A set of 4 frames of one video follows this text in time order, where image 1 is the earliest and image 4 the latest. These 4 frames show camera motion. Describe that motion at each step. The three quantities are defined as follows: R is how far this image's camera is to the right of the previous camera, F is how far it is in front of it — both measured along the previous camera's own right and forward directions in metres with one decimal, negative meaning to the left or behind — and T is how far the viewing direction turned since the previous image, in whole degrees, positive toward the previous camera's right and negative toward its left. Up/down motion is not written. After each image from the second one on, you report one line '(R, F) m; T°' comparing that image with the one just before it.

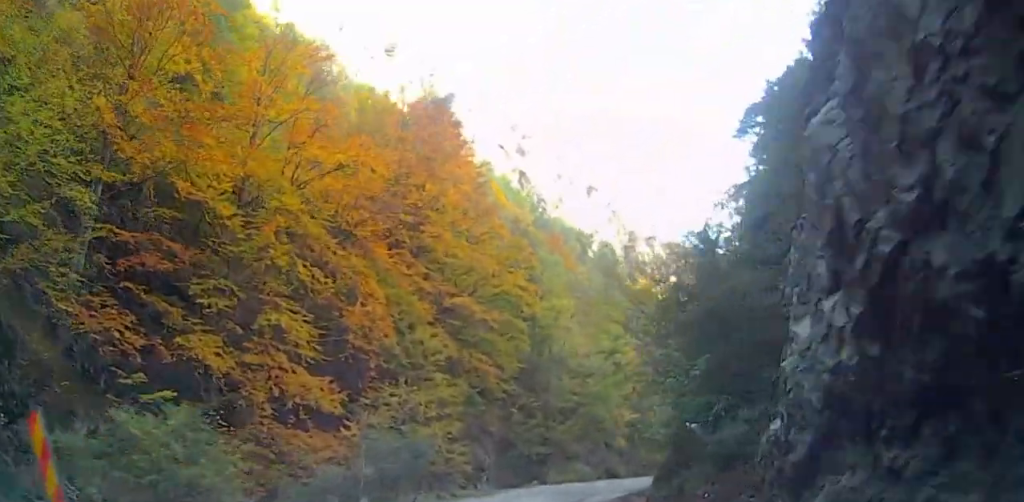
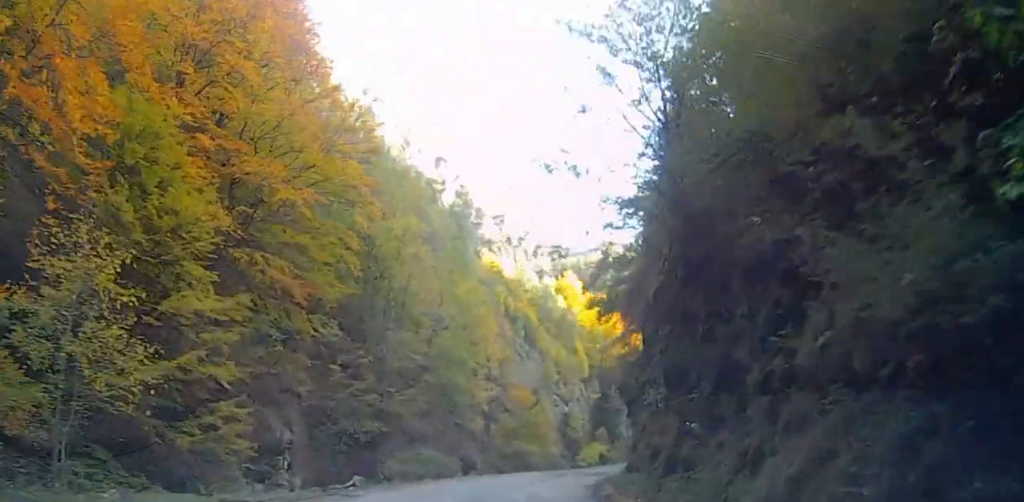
(+1.8, +22.9) m; +8°
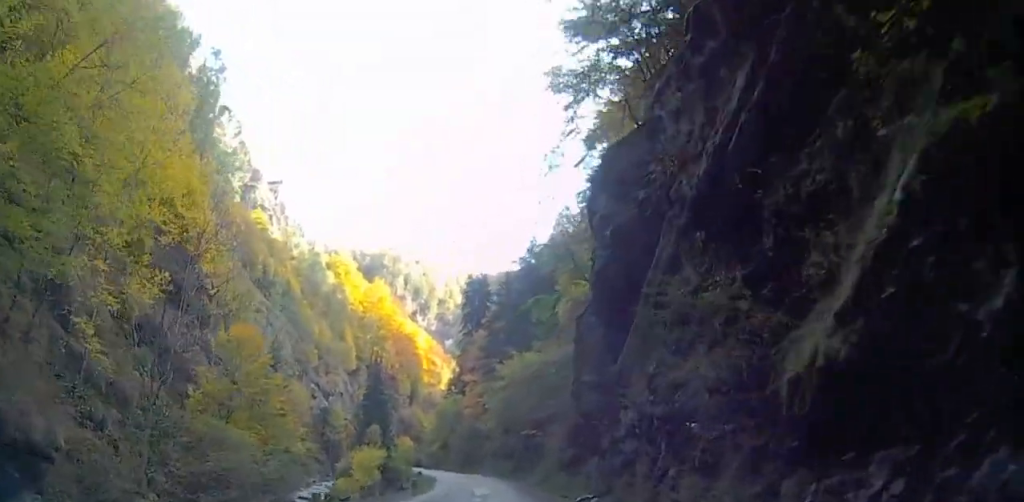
(+9.7, +43.0) m; +20°
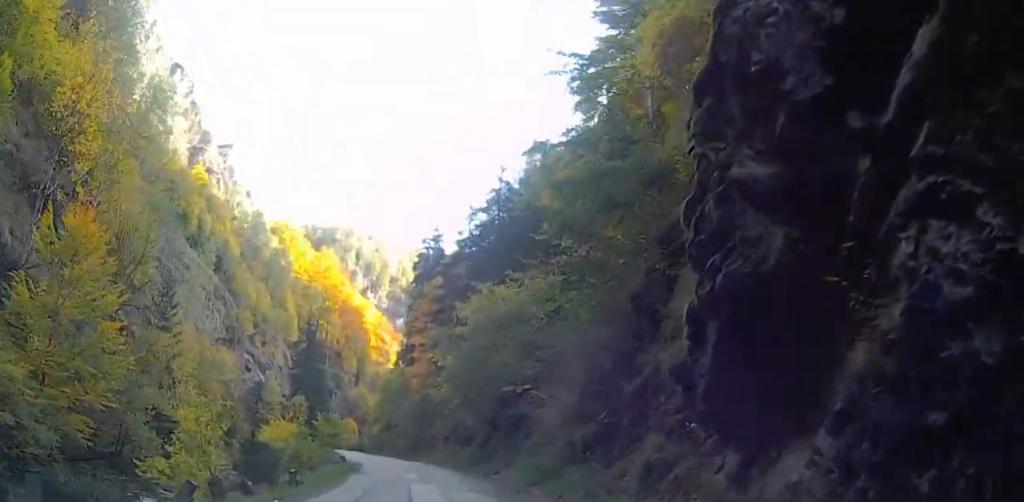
(-1.2, +18.4) m; -5°
